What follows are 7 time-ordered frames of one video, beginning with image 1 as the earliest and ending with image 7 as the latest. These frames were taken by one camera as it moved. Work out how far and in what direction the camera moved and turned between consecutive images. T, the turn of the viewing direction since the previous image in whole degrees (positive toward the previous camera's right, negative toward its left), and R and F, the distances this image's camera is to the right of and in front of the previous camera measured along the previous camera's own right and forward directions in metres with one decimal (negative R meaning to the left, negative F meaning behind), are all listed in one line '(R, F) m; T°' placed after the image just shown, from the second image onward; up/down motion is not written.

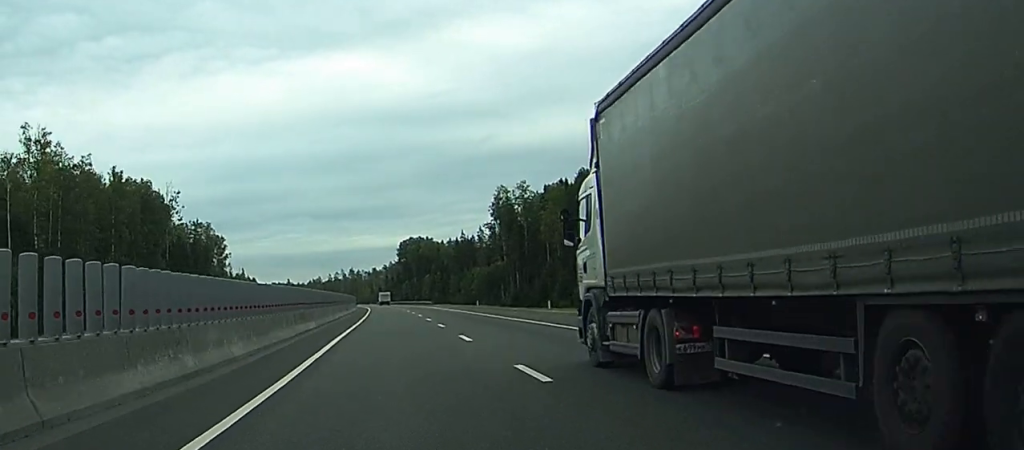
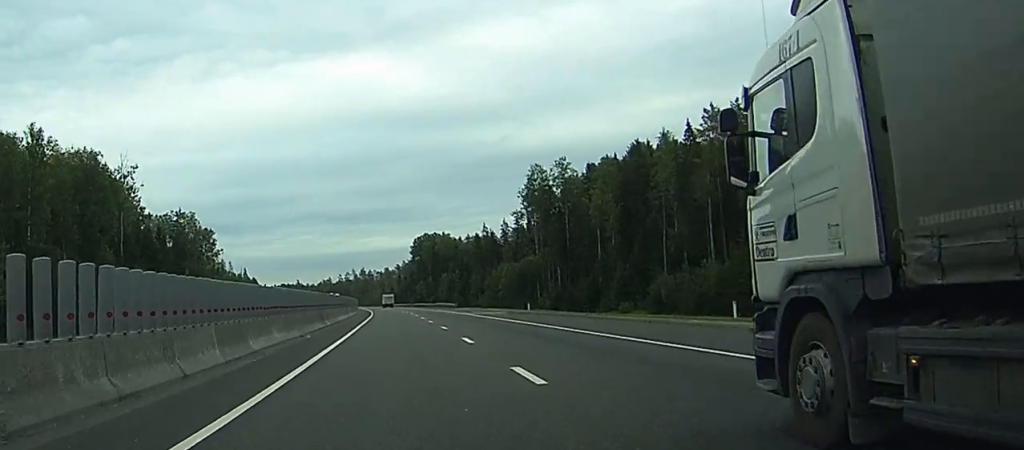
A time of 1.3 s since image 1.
(-0.3, +36.0) m; -1°
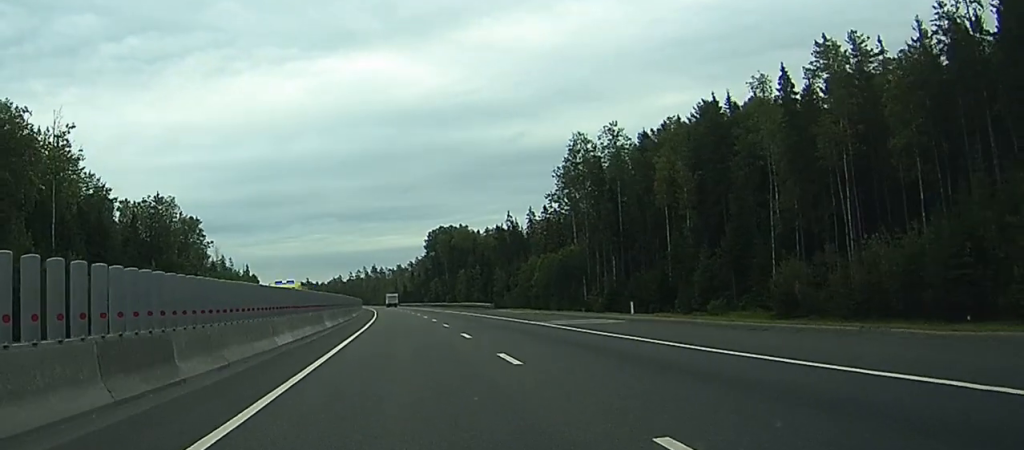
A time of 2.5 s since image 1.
(-0.1, +32.2) m; 0°
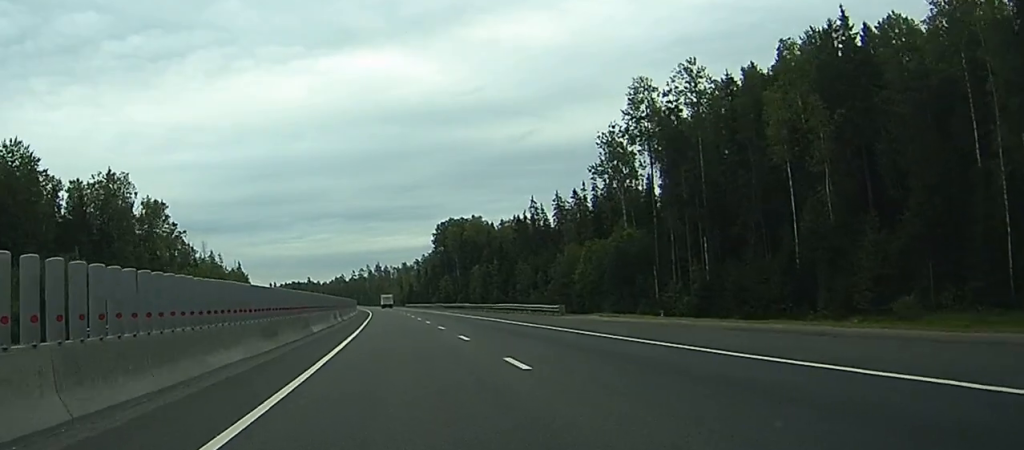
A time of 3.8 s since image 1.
(0.0, +36.8) m; -1°
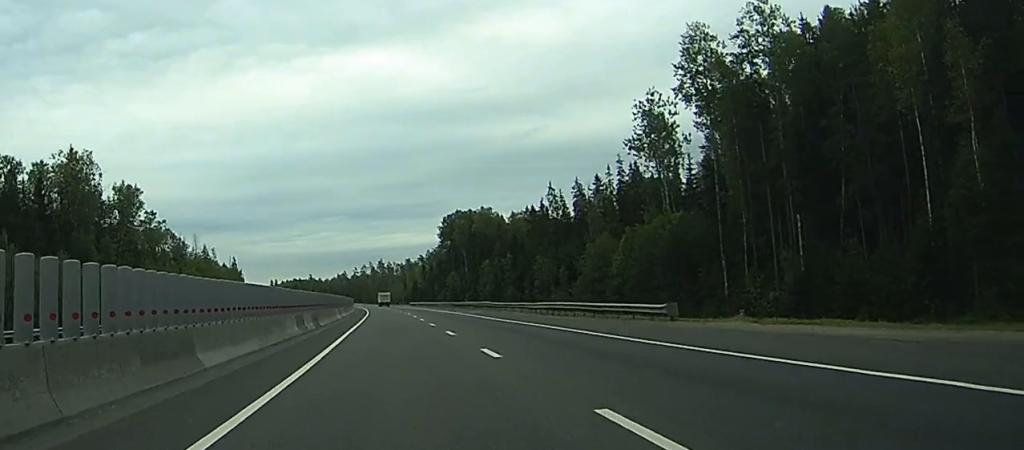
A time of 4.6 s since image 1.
(-0.1, +21.2) m; -1°
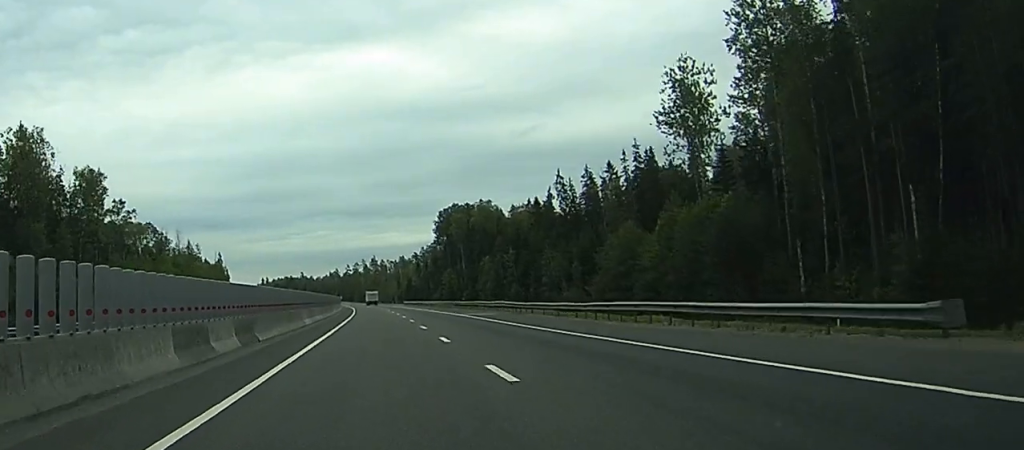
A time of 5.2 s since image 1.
(-0.1, +17.4) m; 0°
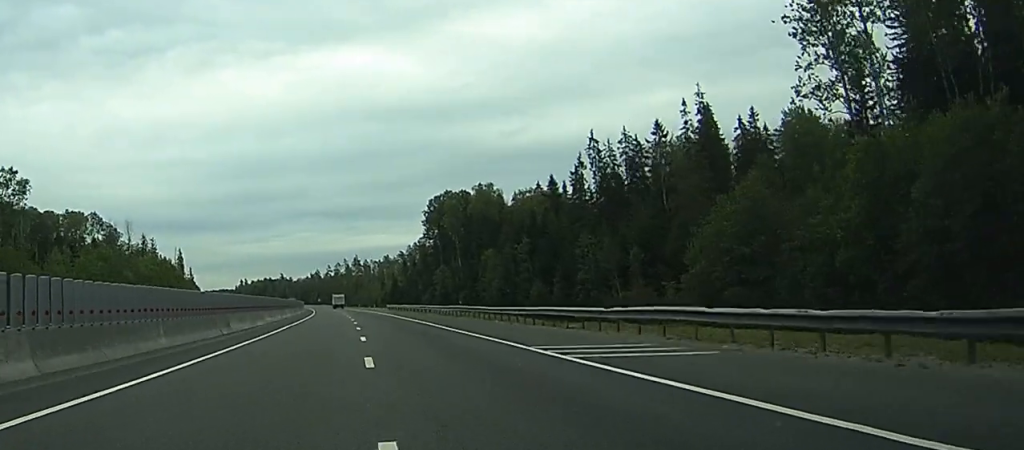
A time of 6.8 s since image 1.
(+0.2, +43.7) m; 0°
